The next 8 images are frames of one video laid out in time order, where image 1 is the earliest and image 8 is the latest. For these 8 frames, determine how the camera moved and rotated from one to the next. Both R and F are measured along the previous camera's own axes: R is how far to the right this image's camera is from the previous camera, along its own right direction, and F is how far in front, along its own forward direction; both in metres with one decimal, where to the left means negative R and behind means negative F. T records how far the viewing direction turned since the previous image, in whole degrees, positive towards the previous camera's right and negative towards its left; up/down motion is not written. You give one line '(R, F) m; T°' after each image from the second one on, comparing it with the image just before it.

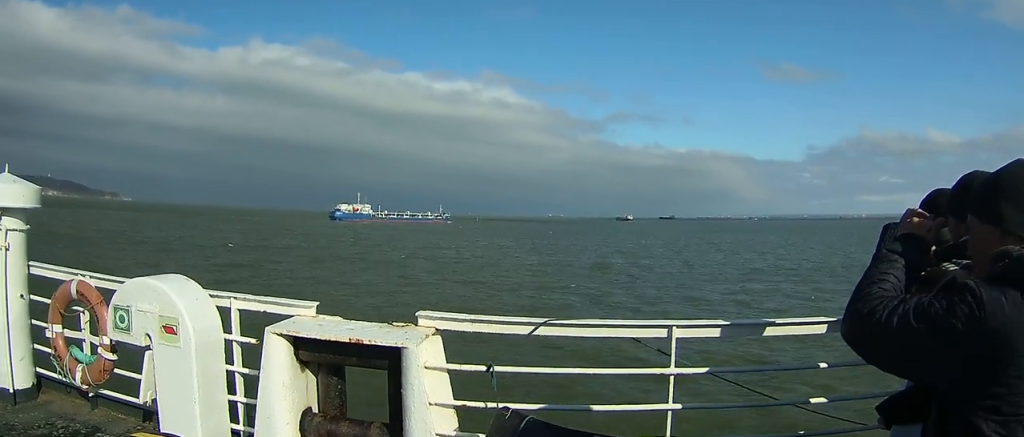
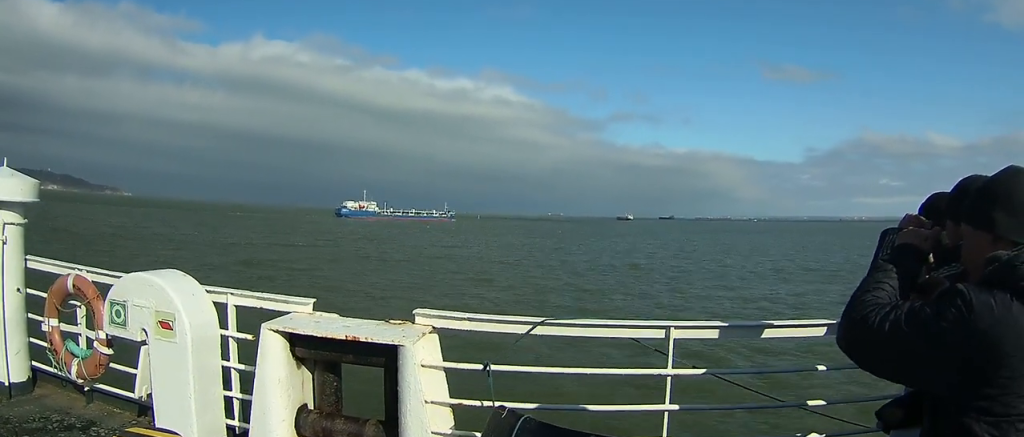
(0.0, +3.3) m; +1°
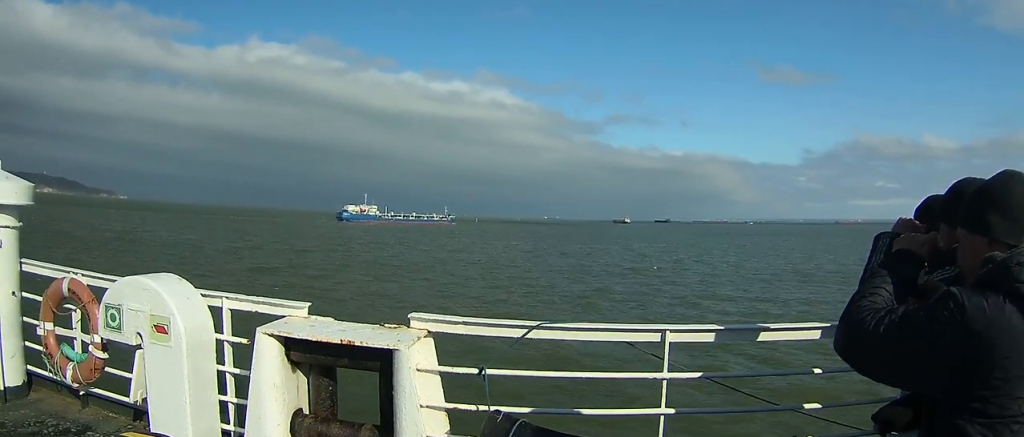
(+0.1, +2.7) m; +1°
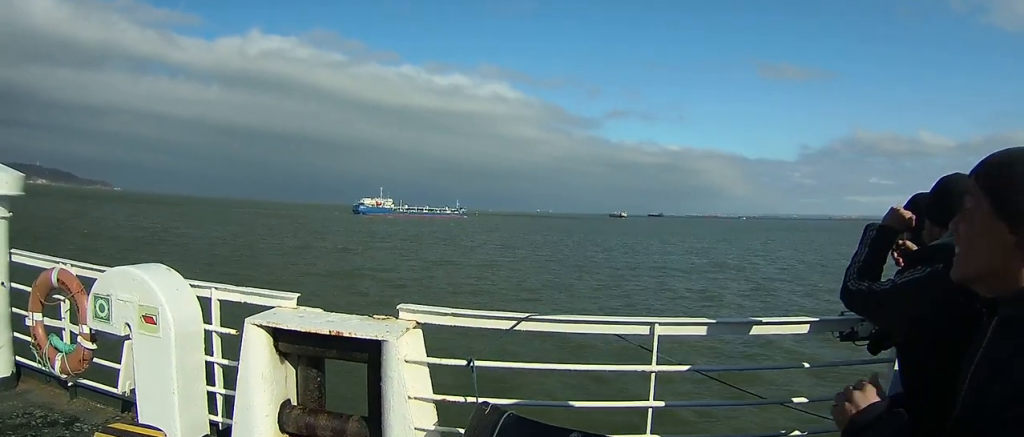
(+0.3, +11.9) m; +1°
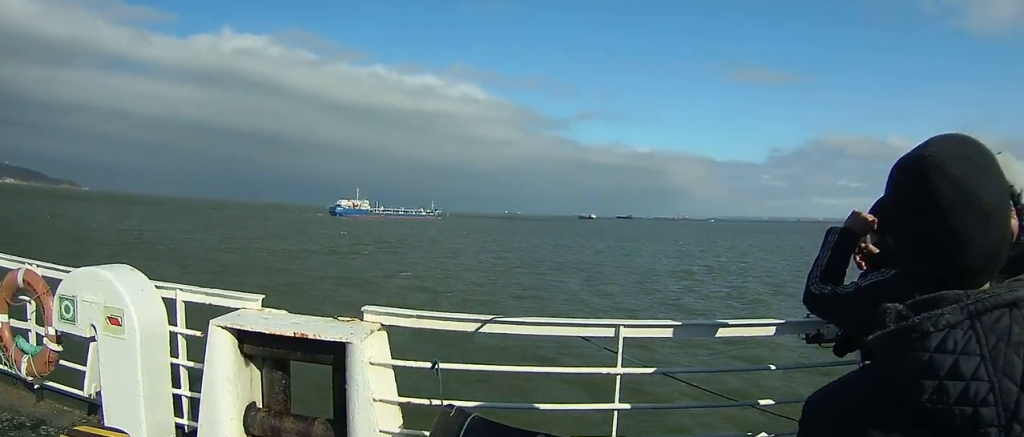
(-0.1, +4.3) m; -1°
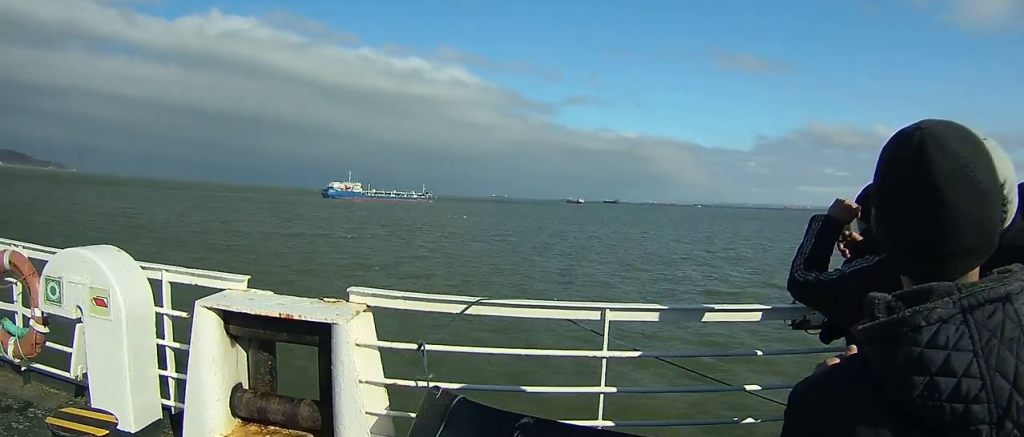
(0.0, +2.7) m; 0°
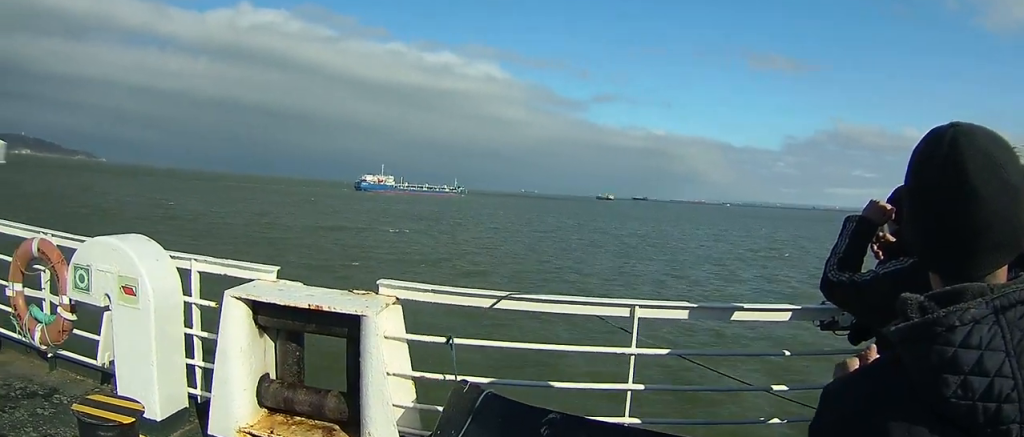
(0.0, +1.9) m; 0°
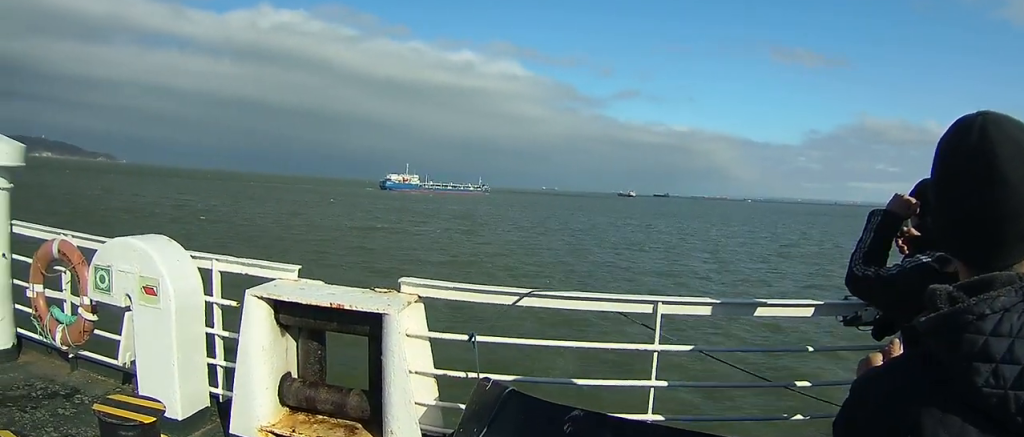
(0.0, +2.0) m; 0°
